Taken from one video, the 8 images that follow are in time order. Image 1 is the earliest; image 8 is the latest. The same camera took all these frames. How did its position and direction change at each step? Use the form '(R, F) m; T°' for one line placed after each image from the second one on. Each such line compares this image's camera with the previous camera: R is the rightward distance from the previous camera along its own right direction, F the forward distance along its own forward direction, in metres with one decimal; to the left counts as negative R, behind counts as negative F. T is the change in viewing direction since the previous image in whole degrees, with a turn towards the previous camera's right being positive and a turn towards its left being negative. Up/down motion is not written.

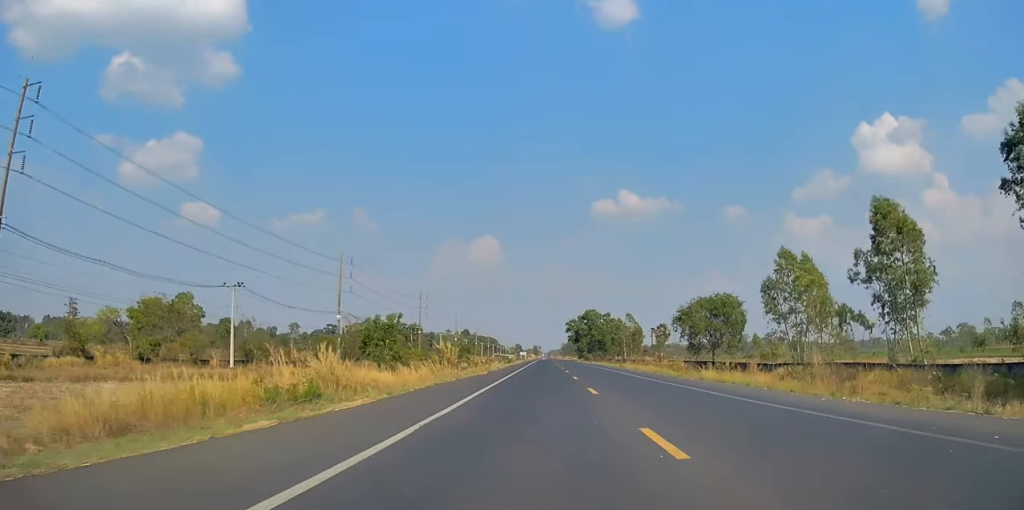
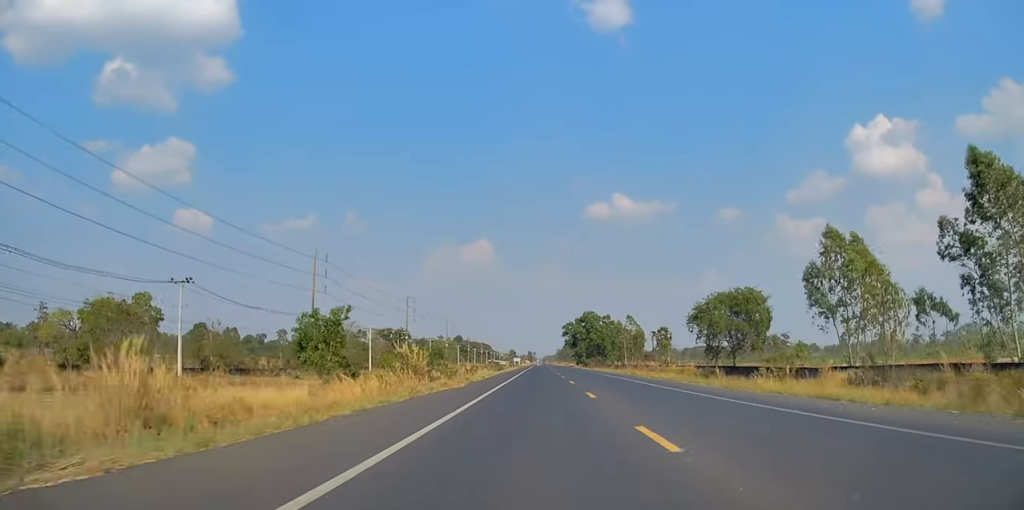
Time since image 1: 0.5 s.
(+0.1, +11.3) m; +1°
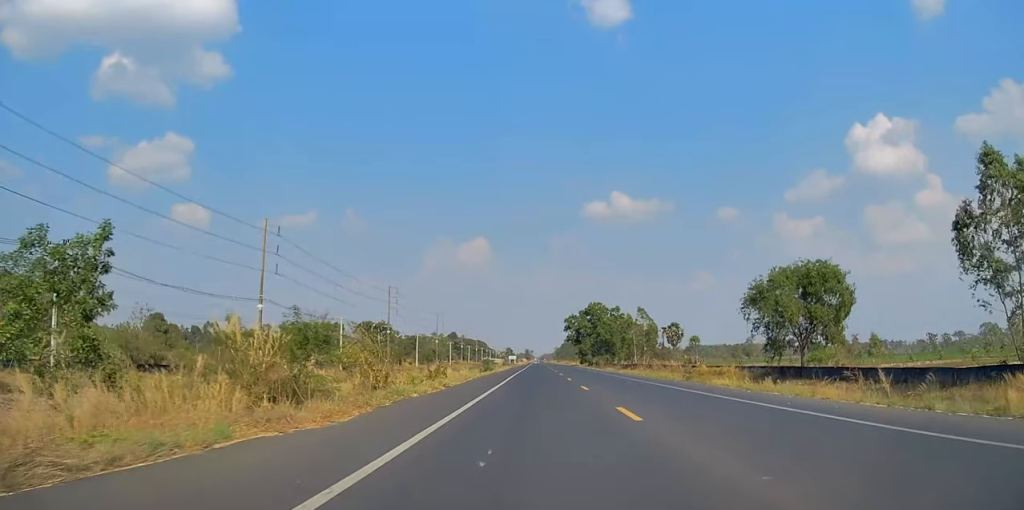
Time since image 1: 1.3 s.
(+0.1, +20.0) m; 0°
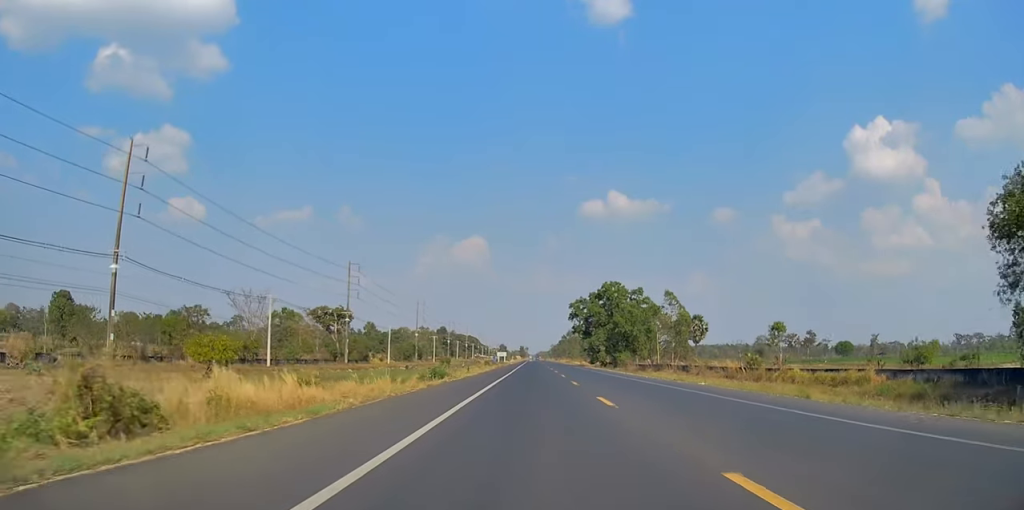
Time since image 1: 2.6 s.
(-0.1, +33.4) m; 0°
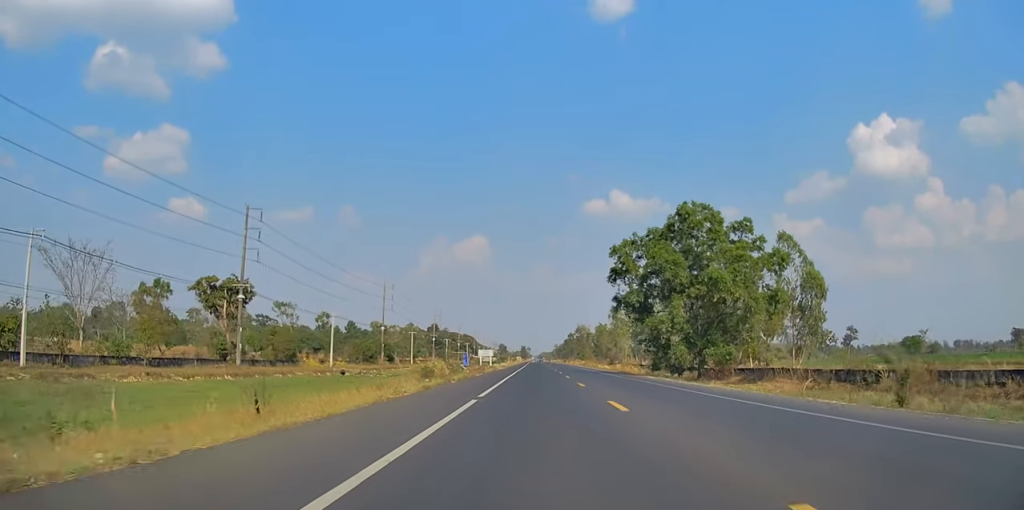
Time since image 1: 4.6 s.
(+0.6, +48.6) m; +2°
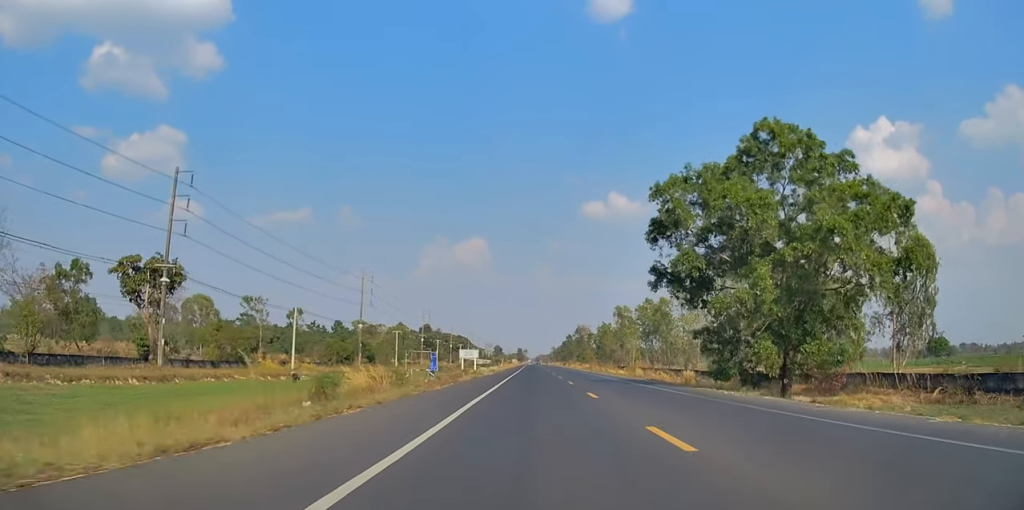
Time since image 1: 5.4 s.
(+0.4, +18.0) m; 0°
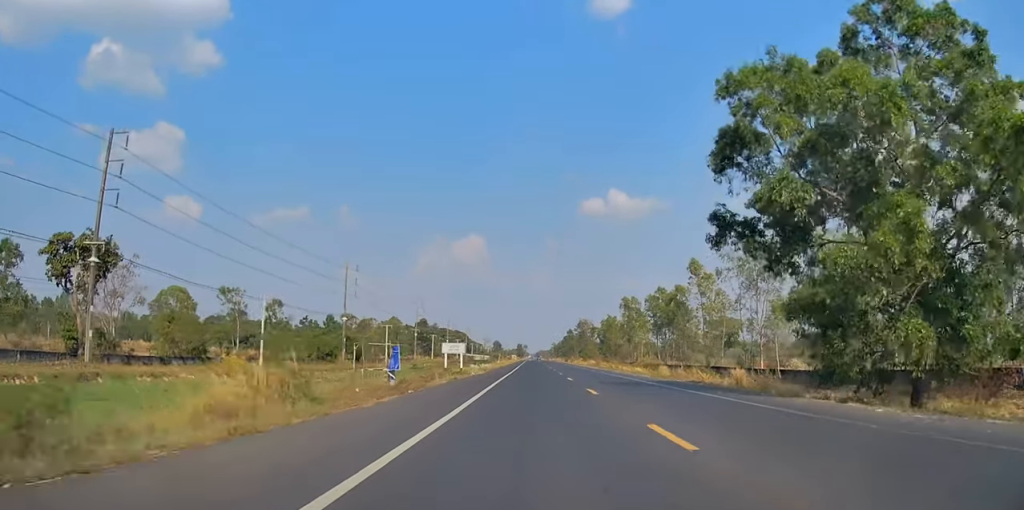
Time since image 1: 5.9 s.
(-0.2, +12.3) m; 0°
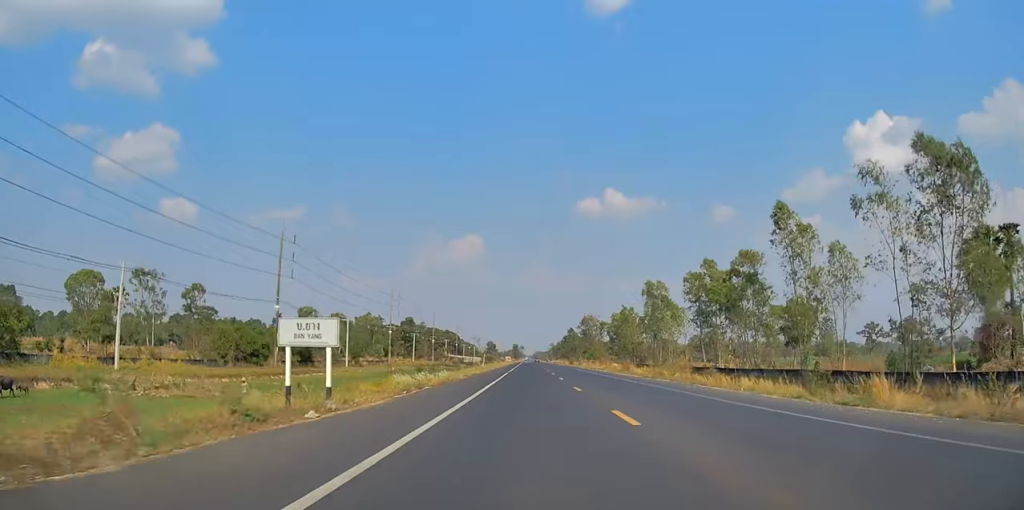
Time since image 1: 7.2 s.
(-0.2, +31.9) m; 0°
